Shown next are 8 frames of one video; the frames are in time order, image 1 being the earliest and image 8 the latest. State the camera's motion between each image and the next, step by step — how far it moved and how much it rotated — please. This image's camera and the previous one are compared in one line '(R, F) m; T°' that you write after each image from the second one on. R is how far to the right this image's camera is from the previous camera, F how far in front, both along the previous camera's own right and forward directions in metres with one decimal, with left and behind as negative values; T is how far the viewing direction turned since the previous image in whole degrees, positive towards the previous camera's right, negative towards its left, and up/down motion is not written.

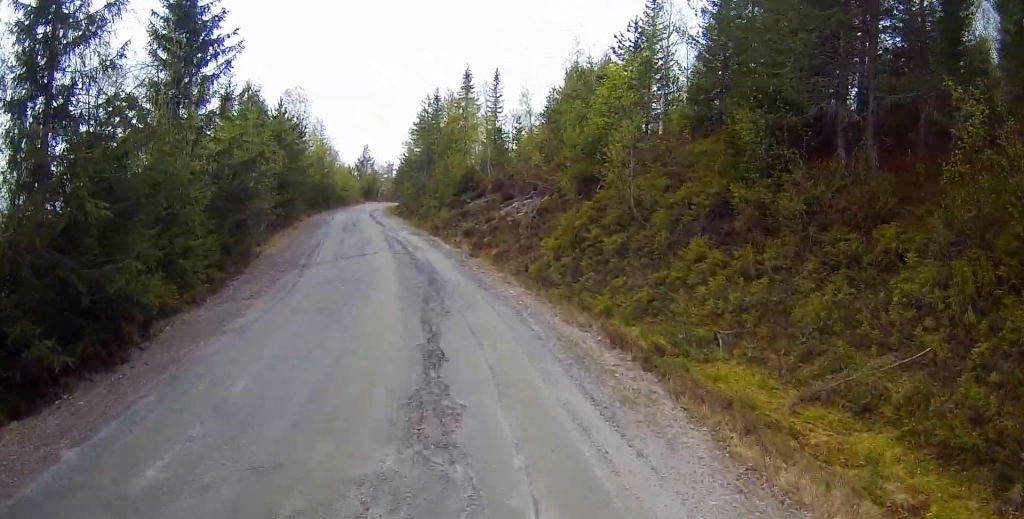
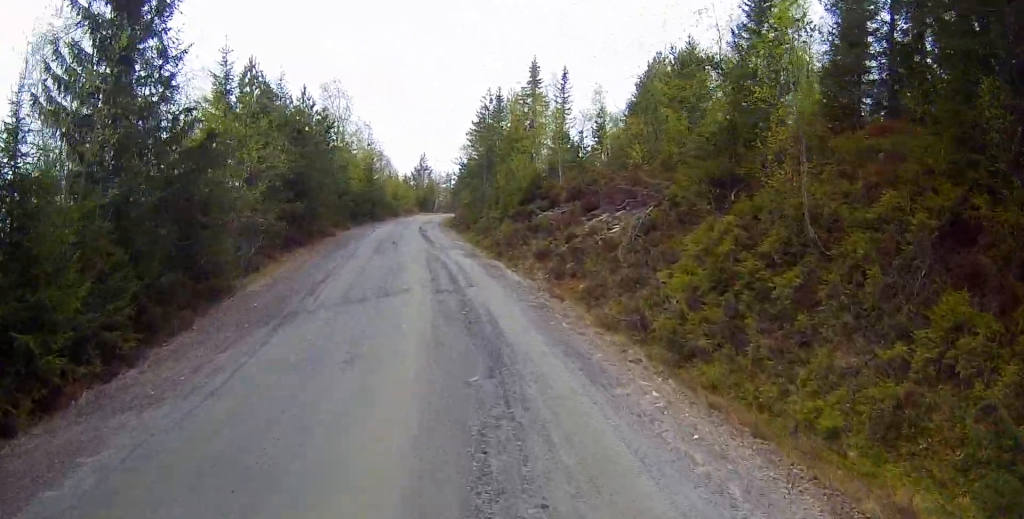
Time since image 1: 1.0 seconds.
(-0.2, +6.6) m; -6°
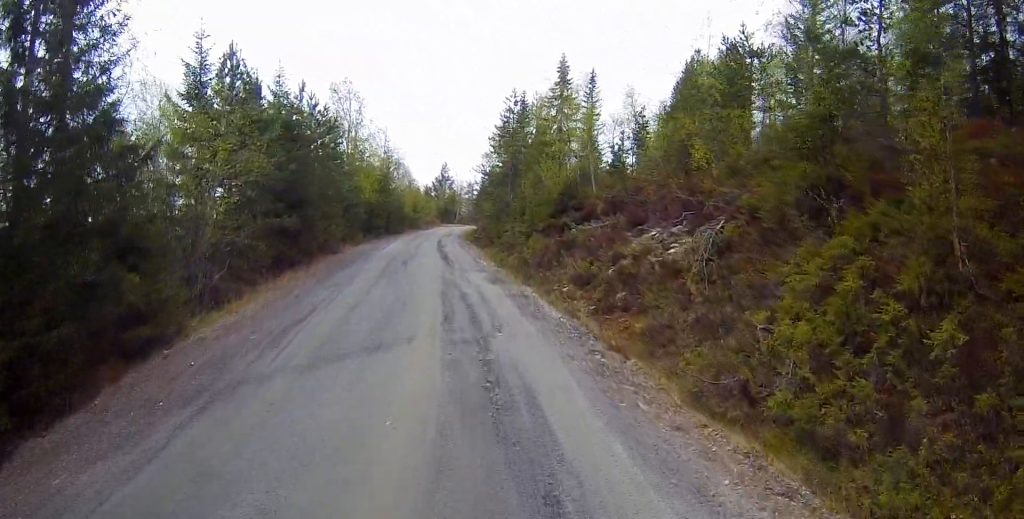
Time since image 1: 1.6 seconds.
(-0.3, +3.9) m; -2°
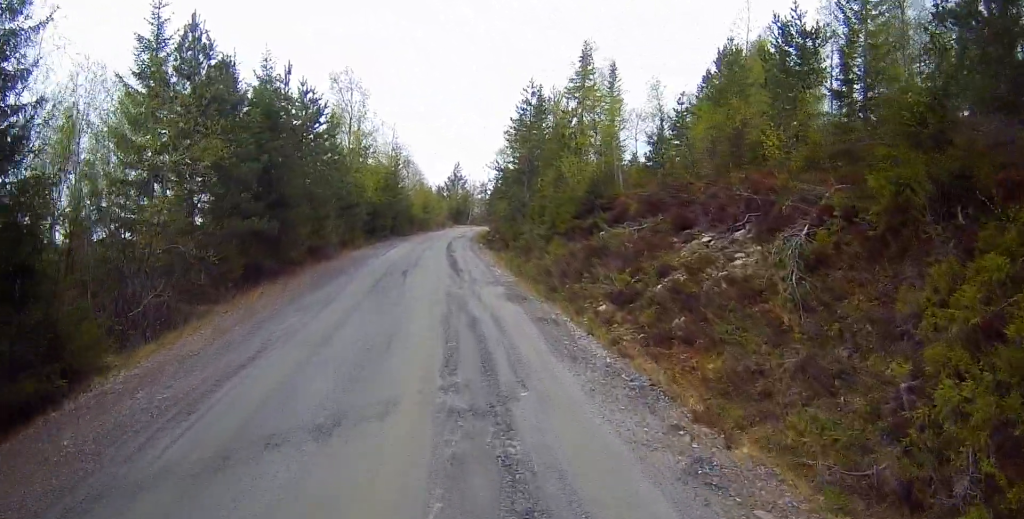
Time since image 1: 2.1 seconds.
(0.0, +3.5) m; -2°
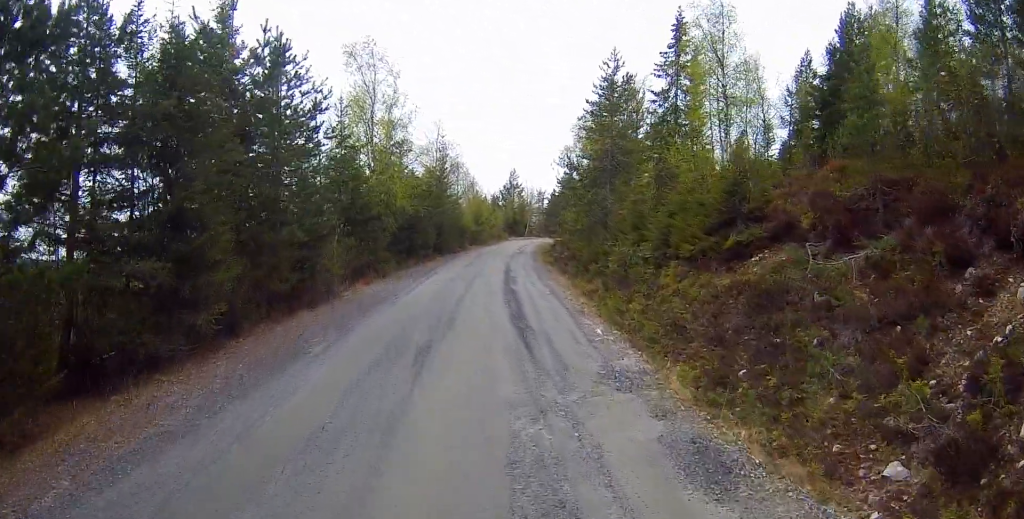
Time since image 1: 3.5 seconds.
(-0.3, +9.5) m; -3°
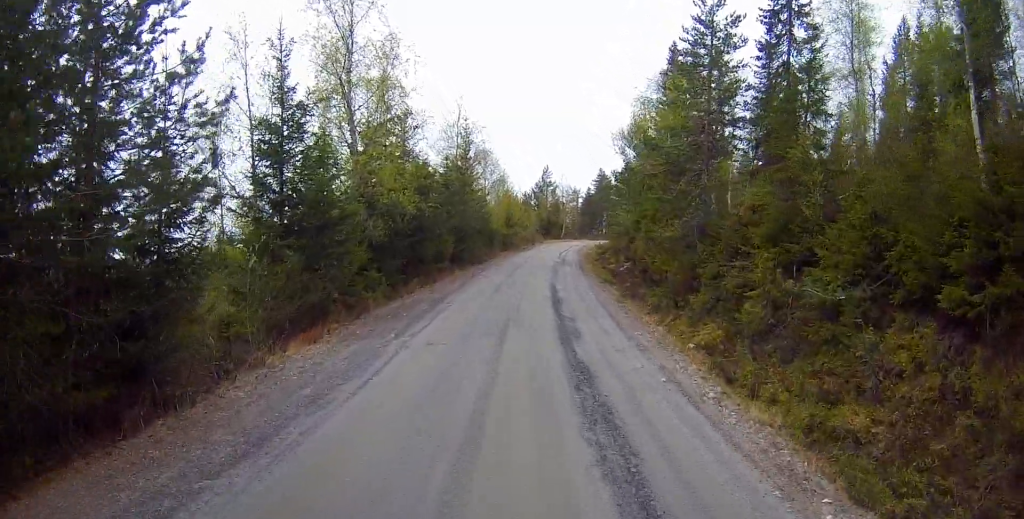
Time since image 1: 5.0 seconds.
(-0.1, +9.7) m; -3°
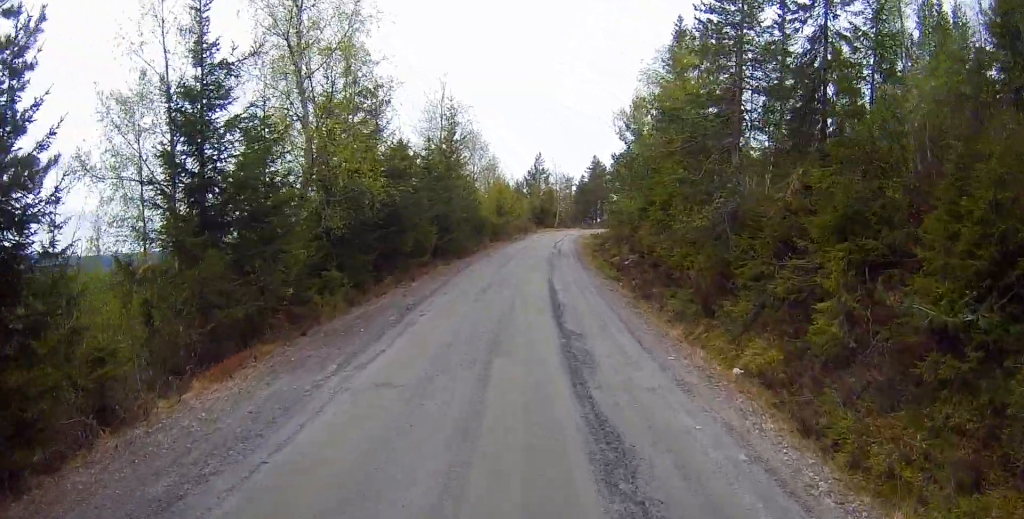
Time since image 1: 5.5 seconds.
(-0.2, +3.4) m; 0°
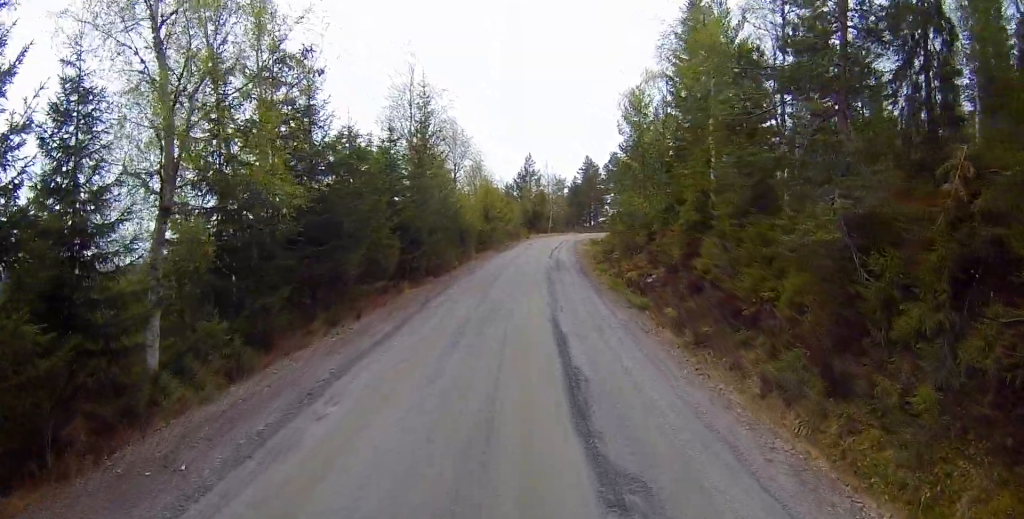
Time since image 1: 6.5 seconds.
(+0.2, +6.1) m; +2°
